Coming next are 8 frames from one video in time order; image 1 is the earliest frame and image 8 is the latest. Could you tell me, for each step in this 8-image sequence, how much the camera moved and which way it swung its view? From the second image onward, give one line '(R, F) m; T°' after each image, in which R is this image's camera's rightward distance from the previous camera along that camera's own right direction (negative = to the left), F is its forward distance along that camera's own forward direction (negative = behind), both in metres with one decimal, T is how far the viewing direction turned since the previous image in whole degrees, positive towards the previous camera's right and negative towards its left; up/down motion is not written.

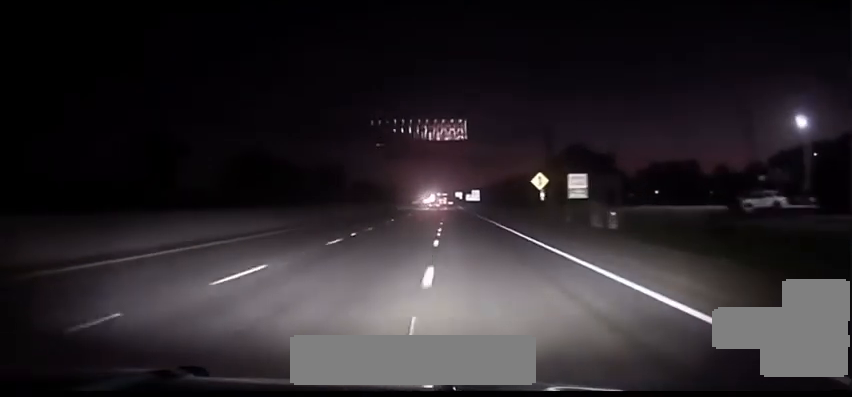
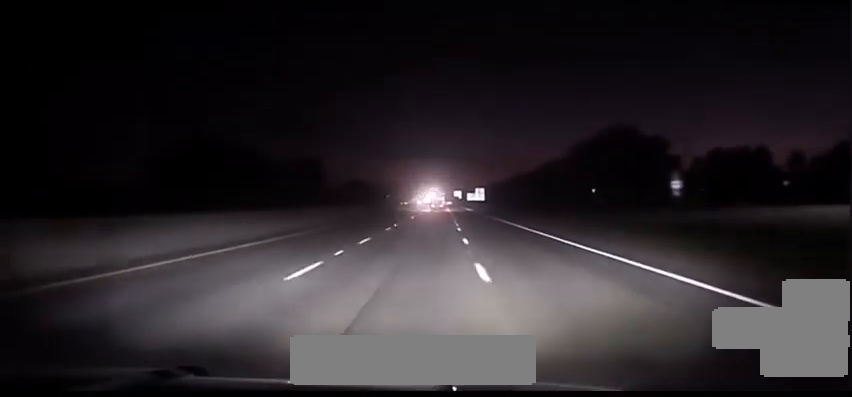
(+0.1, +60.5) m; 0°
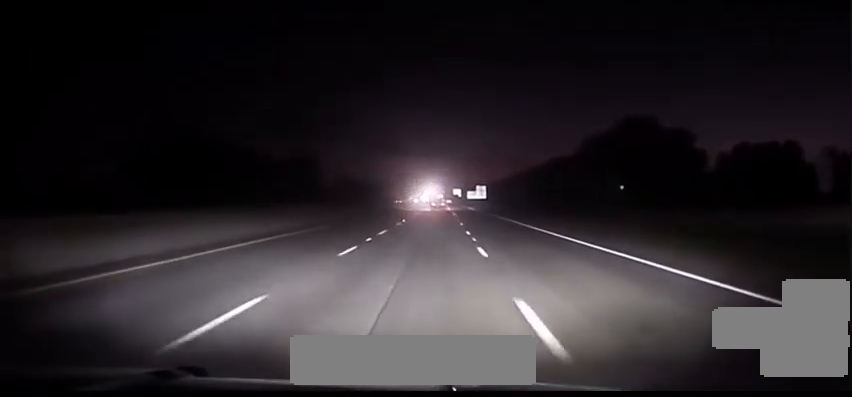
(+0.1, +21.1) m; 0°
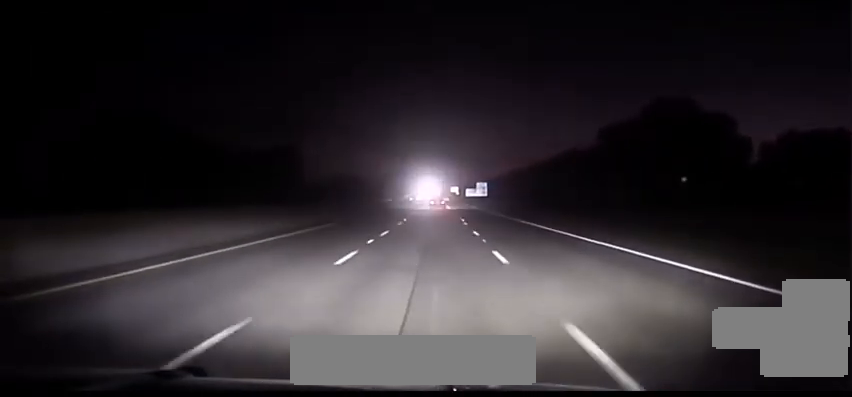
(+0.1, +30.5) m; 0°
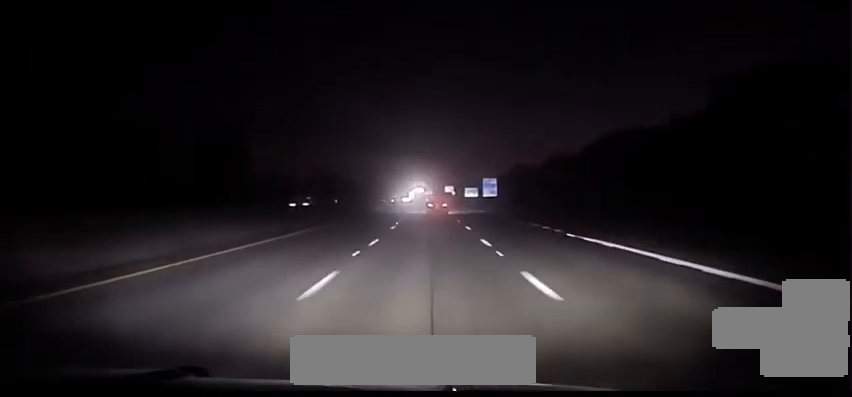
(+0.4, +79.7) m; 0°
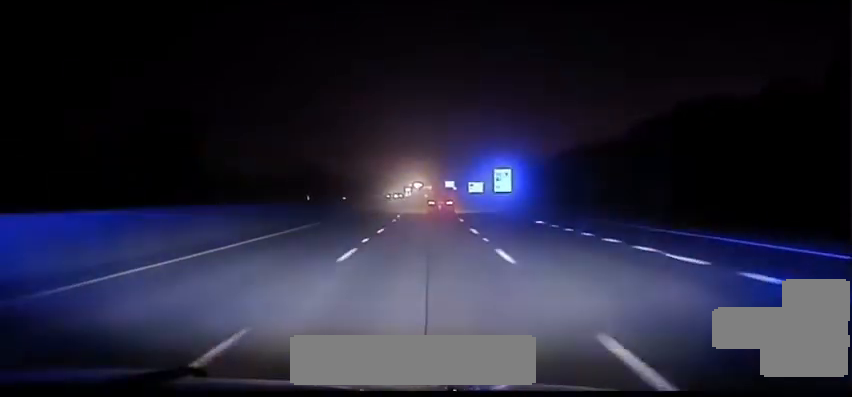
(+0.1, +38.6) m; 0°
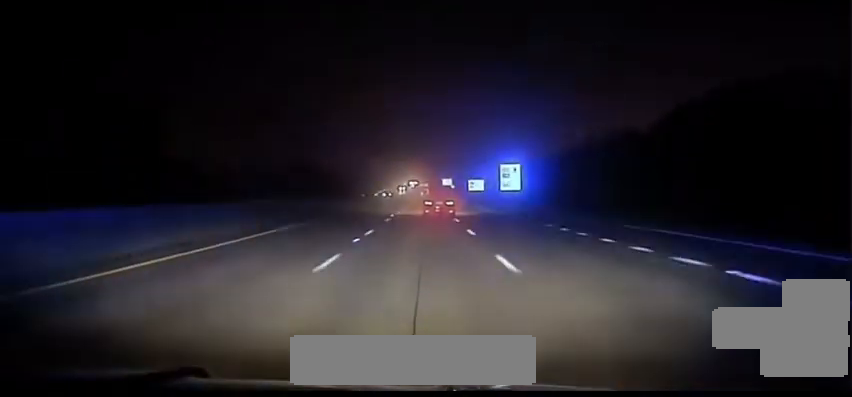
(0.0, +22.4) m; 0°
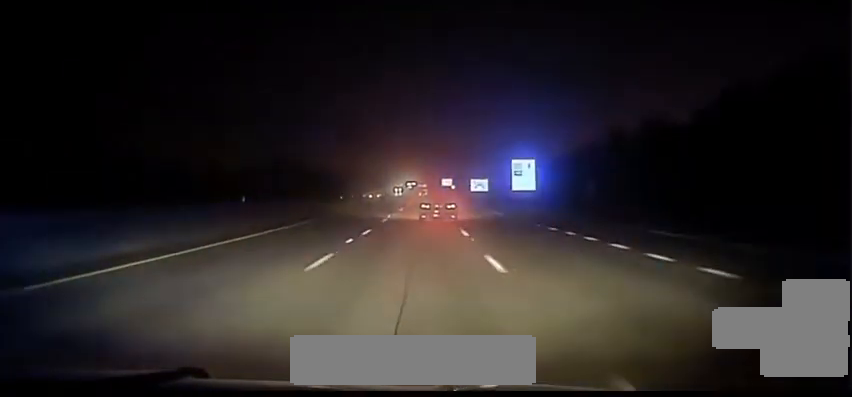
(+0.1, +20.6) m; 0°
